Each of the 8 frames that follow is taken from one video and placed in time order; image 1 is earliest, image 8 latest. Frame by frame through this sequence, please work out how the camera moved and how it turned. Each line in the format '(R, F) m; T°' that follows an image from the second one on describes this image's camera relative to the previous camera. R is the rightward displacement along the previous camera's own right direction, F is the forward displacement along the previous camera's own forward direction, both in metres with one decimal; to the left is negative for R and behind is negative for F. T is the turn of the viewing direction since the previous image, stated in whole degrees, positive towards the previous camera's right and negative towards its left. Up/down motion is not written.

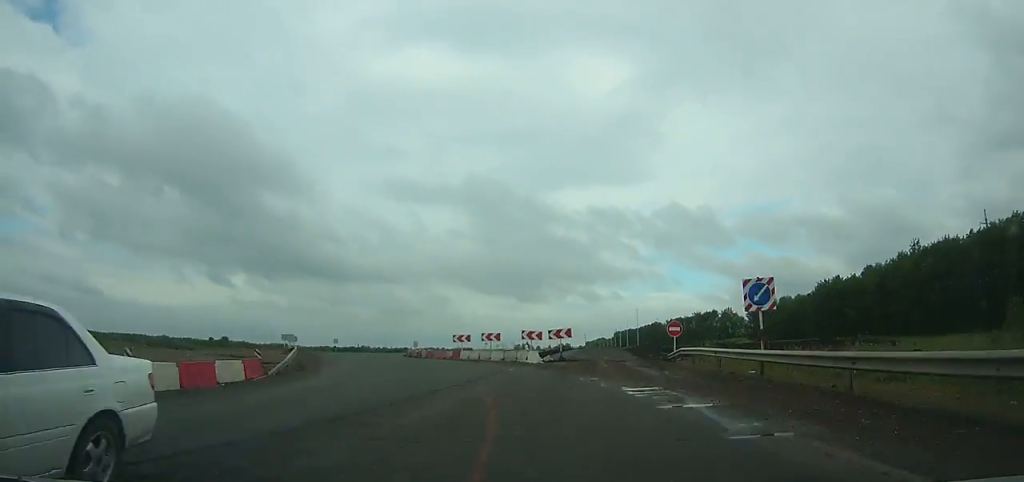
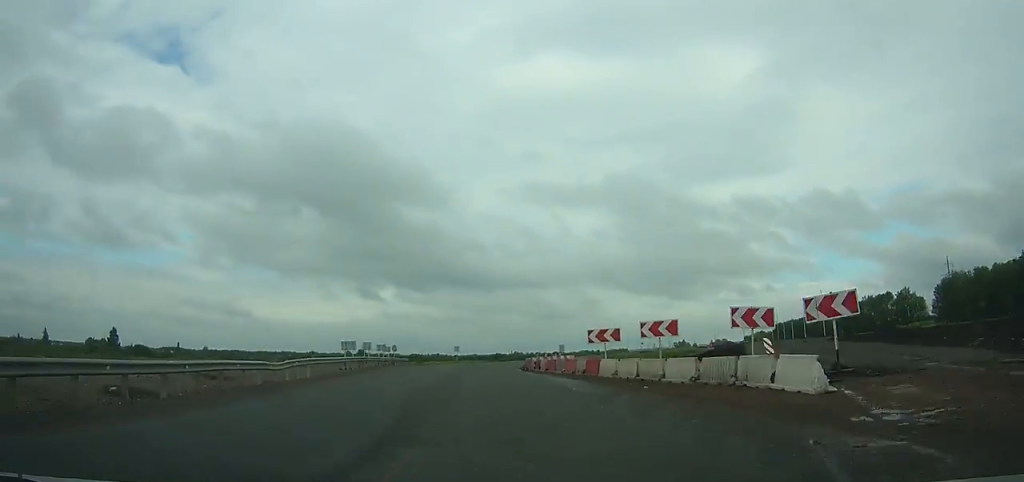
(-2.7, +27.8) m; -7°
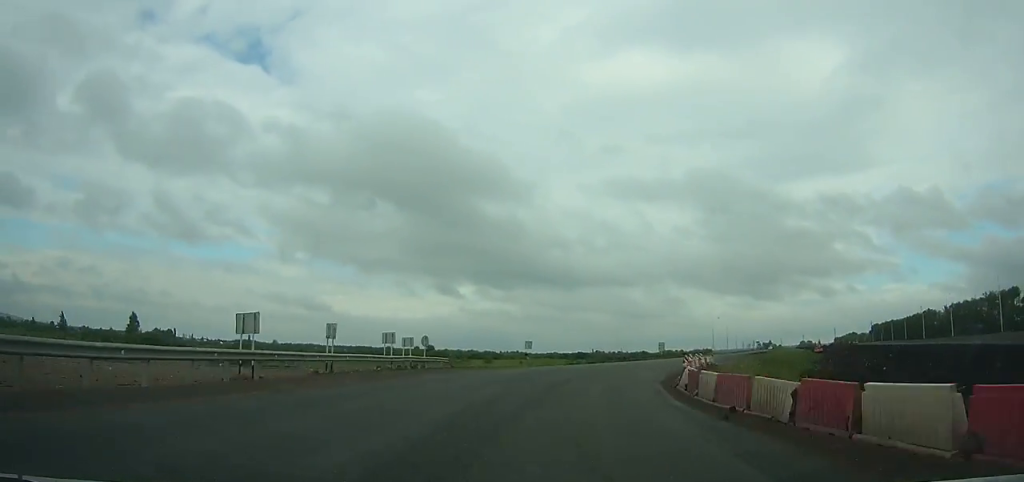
(-2.6, +33.3) m; -4°
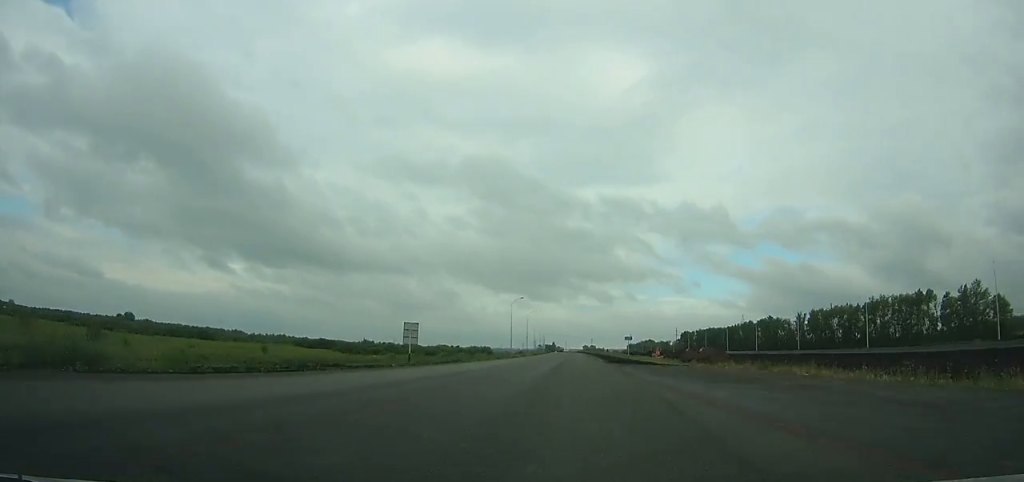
(+1.2, +75.3) m; +9°
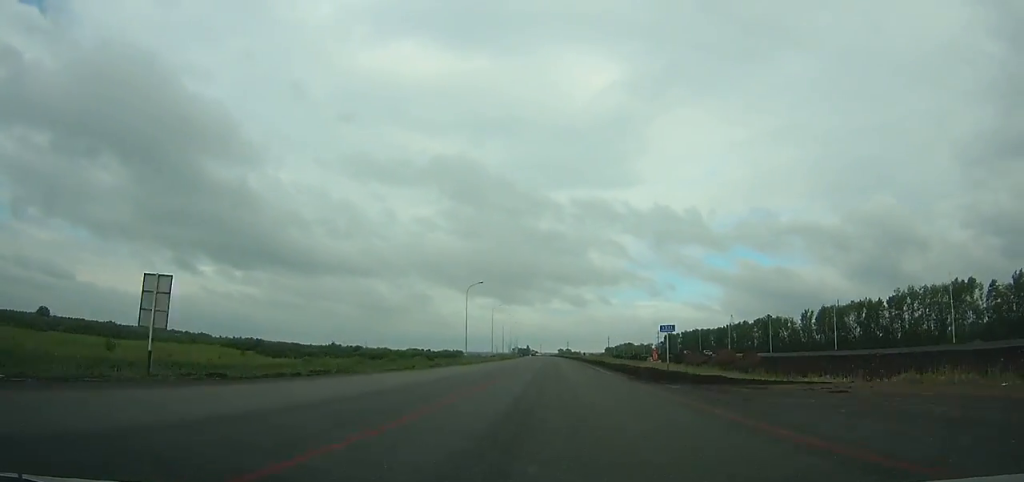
(+1.8, +30.7) m; +3°
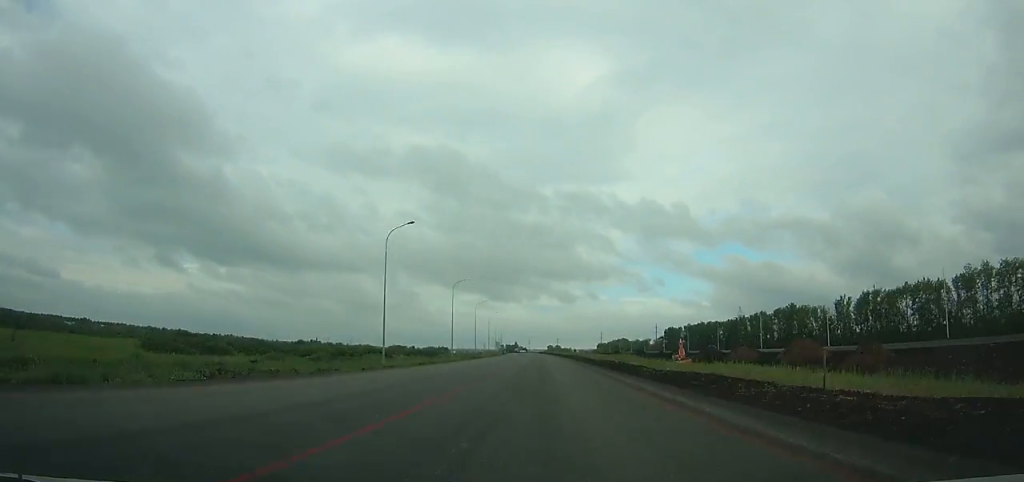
(+1.1, +35.7) m; +2°
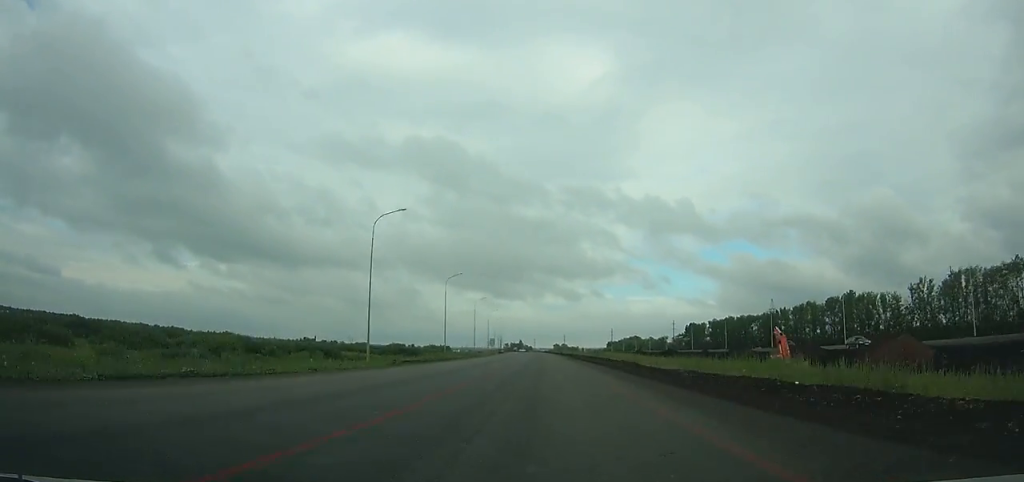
(+0.3, +39.1) m; 0°
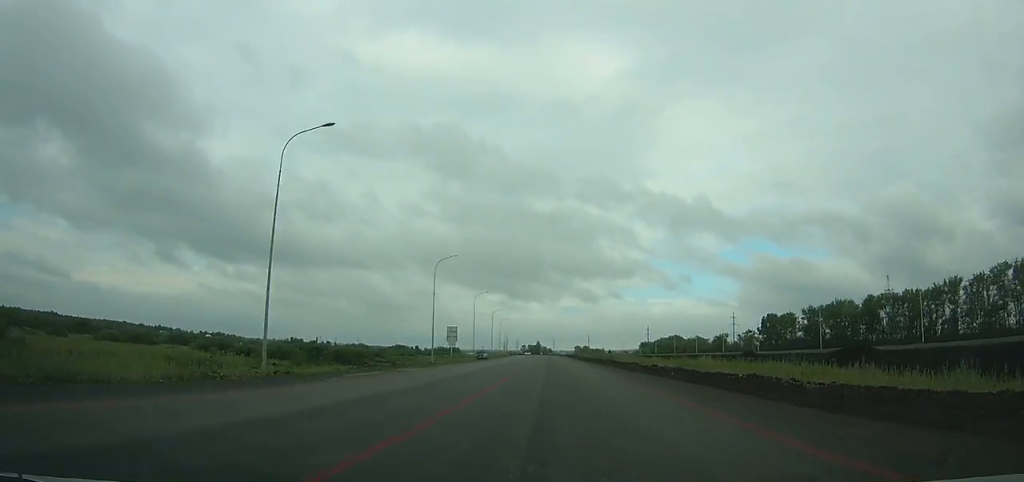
(-0.6, +89.8) m; -1°
